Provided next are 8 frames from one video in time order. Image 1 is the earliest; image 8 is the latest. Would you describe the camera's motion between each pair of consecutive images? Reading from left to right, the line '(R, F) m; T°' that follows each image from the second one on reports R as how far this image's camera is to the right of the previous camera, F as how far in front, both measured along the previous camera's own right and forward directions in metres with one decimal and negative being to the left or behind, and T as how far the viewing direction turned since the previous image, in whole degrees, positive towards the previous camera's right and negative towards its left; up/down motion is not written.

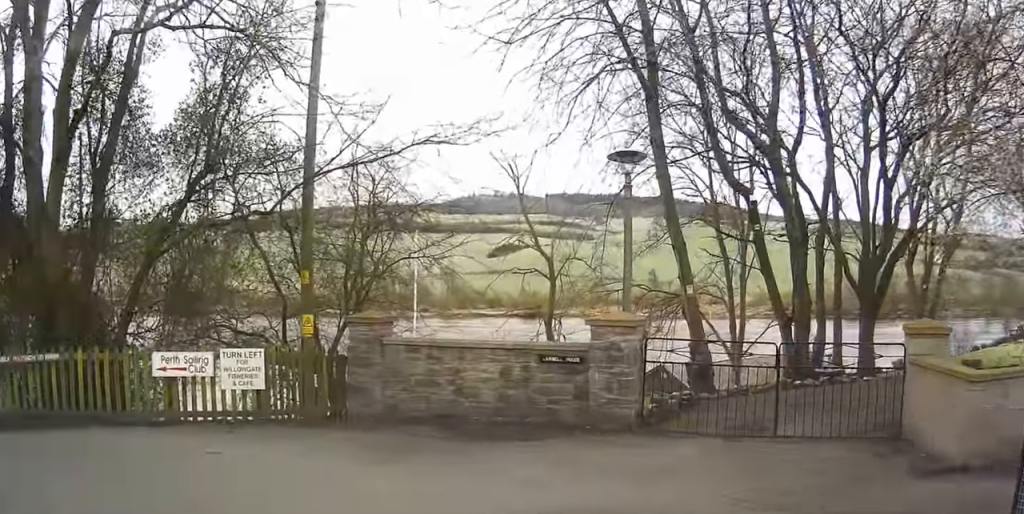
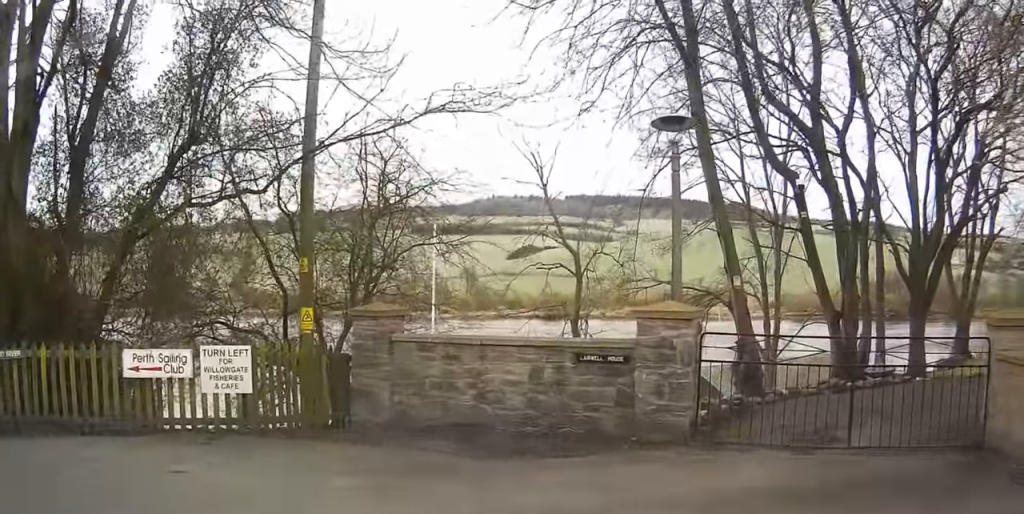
(0.0, +1.7) m; -2°
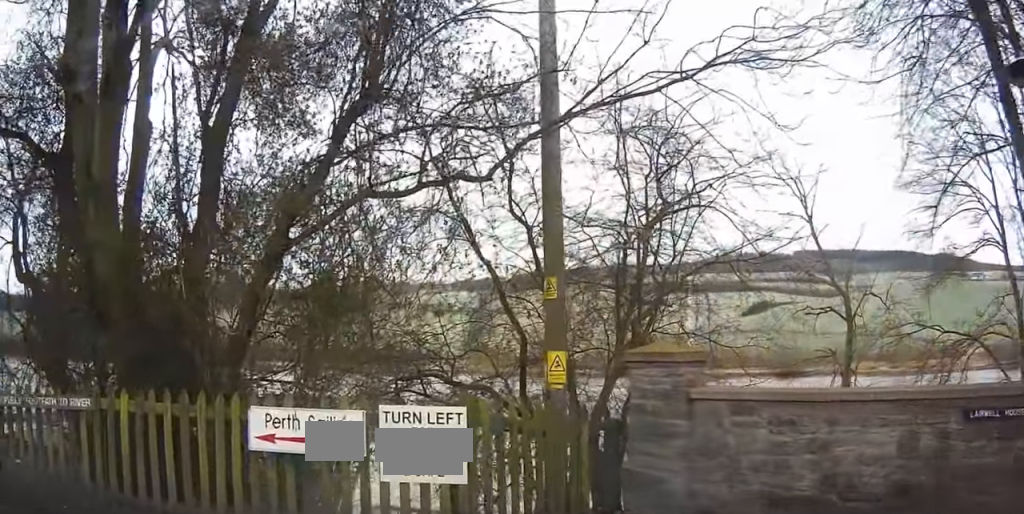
(-0.6, +3.3) m; -36°
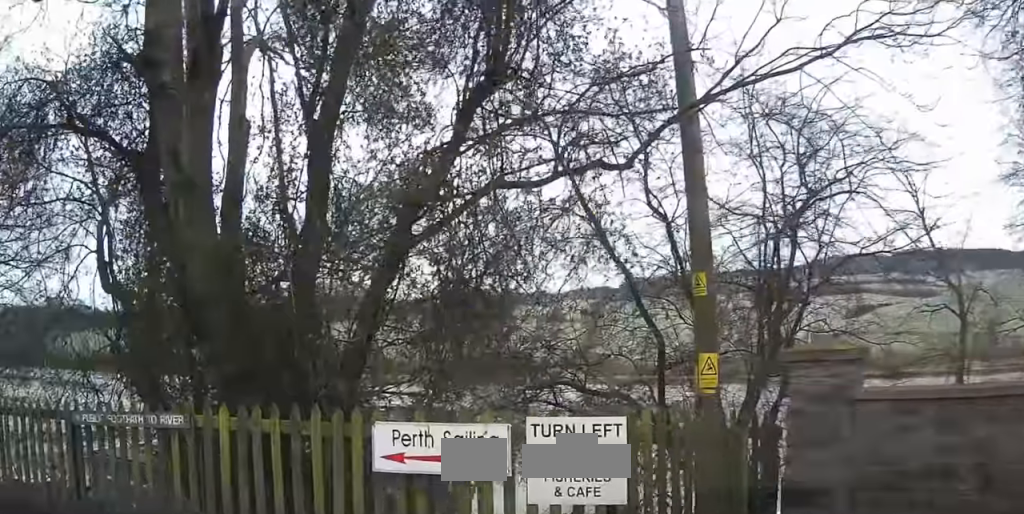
(+0.1, +0.7) m; -12°
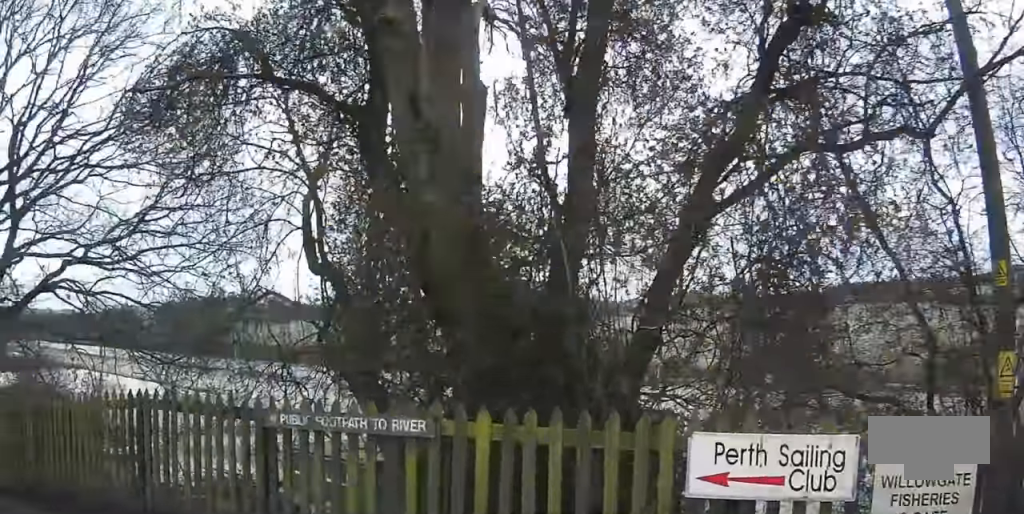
(-0.4, +1.1) m; -24°
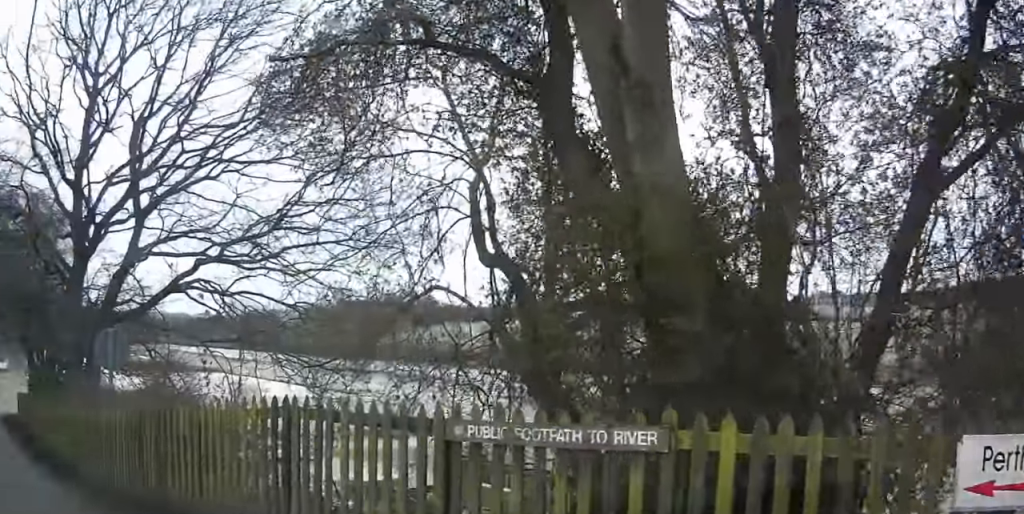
(-0.1, +0.9) m; -14°
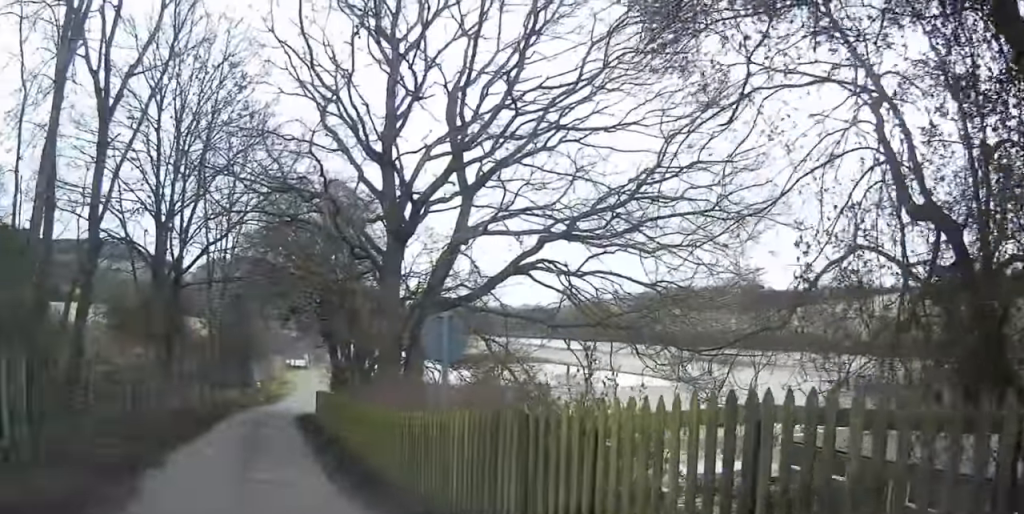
(-0.4, +2.1) m; -8°
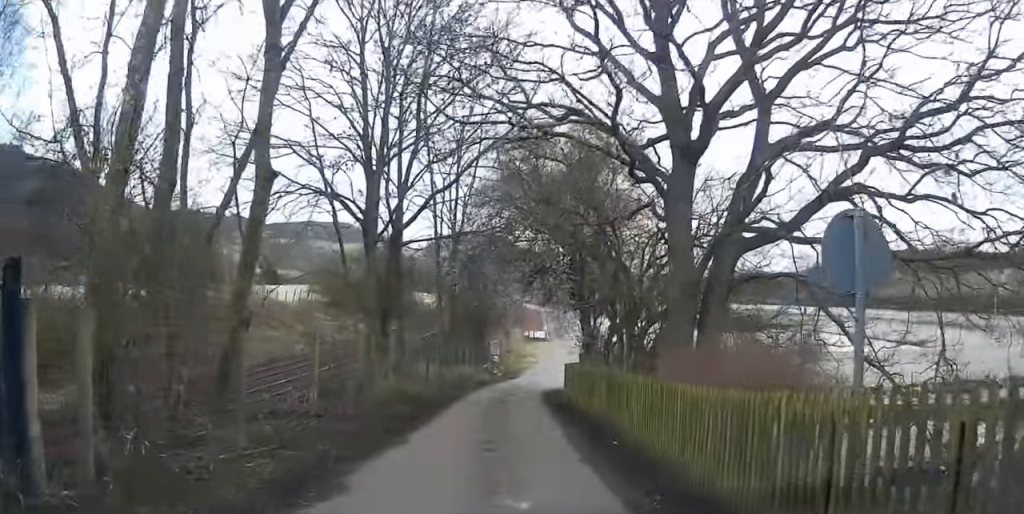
(+0.1, +3.7) m; -6°
